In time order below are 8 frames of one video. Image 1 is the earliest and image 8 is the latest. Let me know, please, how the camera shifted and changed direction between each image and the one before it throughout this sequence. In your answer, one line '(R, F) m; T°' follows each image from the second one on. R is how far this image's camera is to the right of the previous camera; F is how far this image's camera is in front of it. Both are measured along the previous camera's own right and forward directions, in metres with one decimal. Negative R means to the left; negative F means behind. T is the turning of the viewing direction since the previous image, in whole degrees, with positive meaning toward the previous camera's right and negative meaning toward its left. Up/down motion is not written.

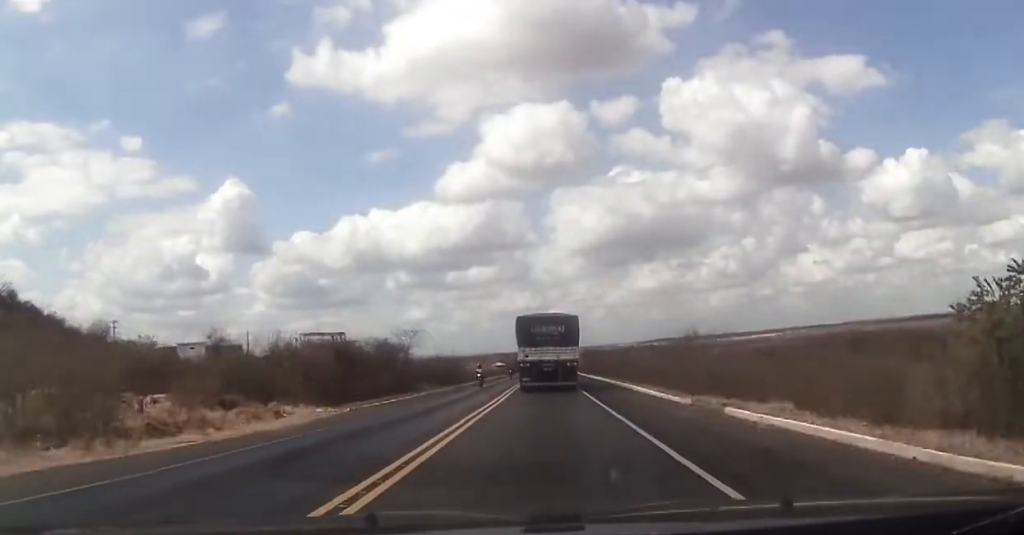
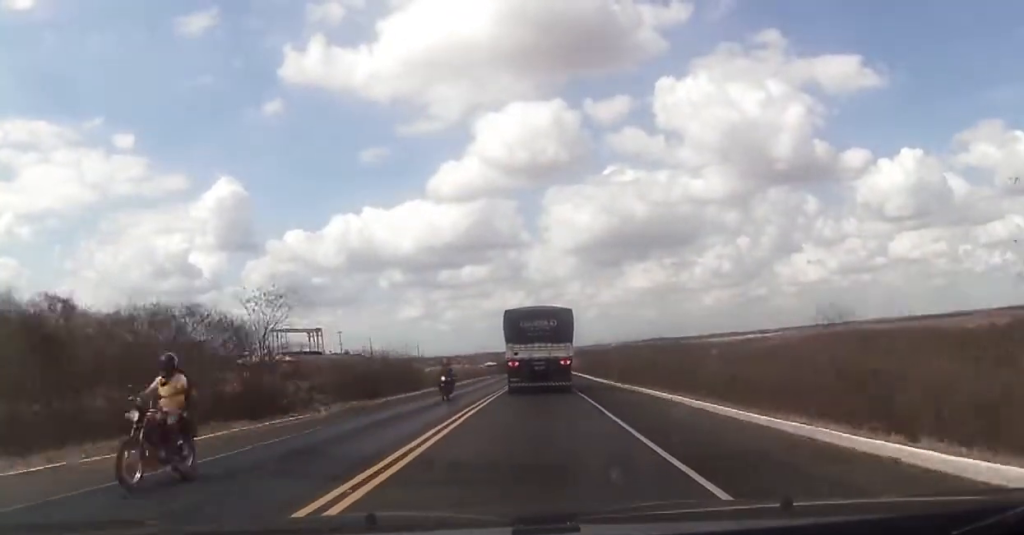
(+0.5, +28.4) m; +2°
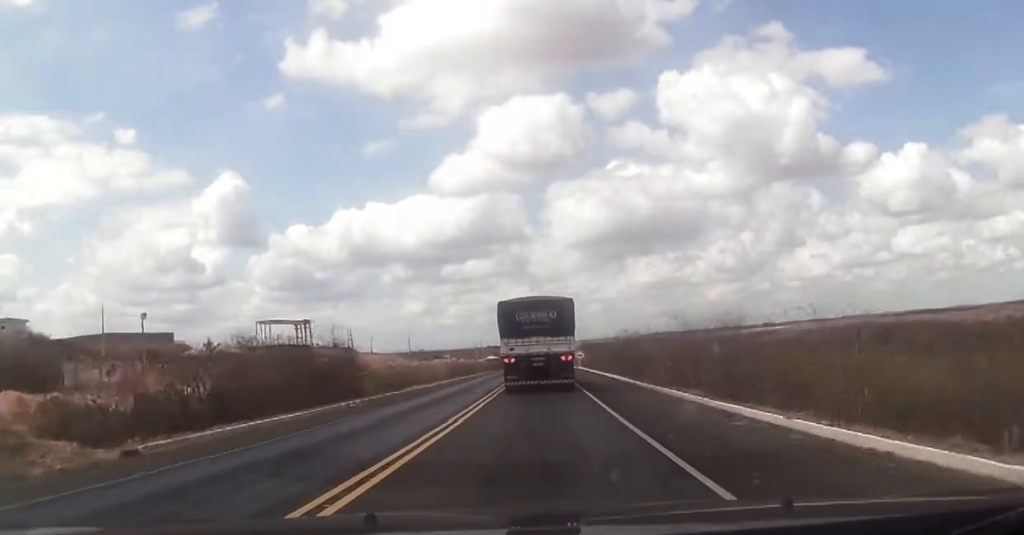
(0.0, +24.3) m; -1°
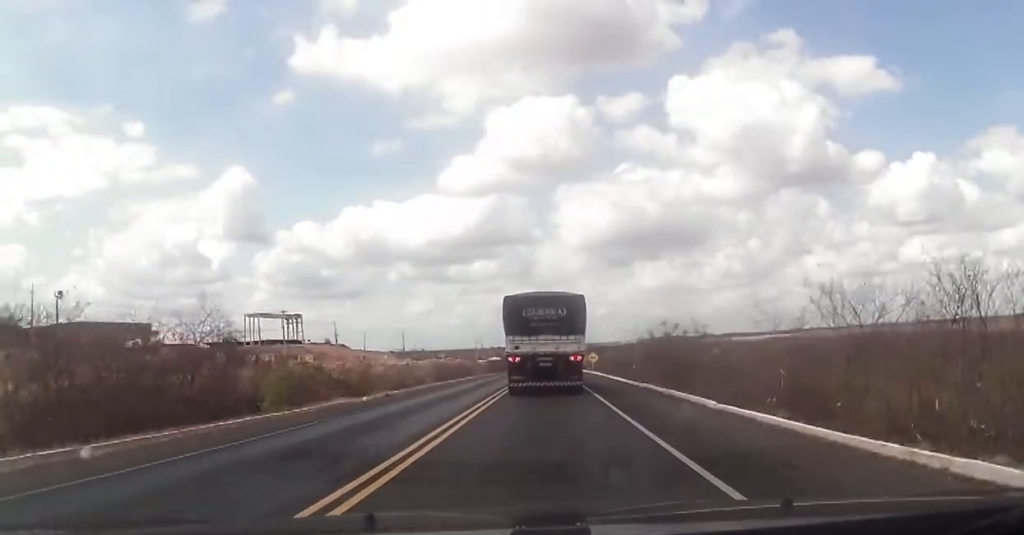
(-0.2, +19.1) m; 0°
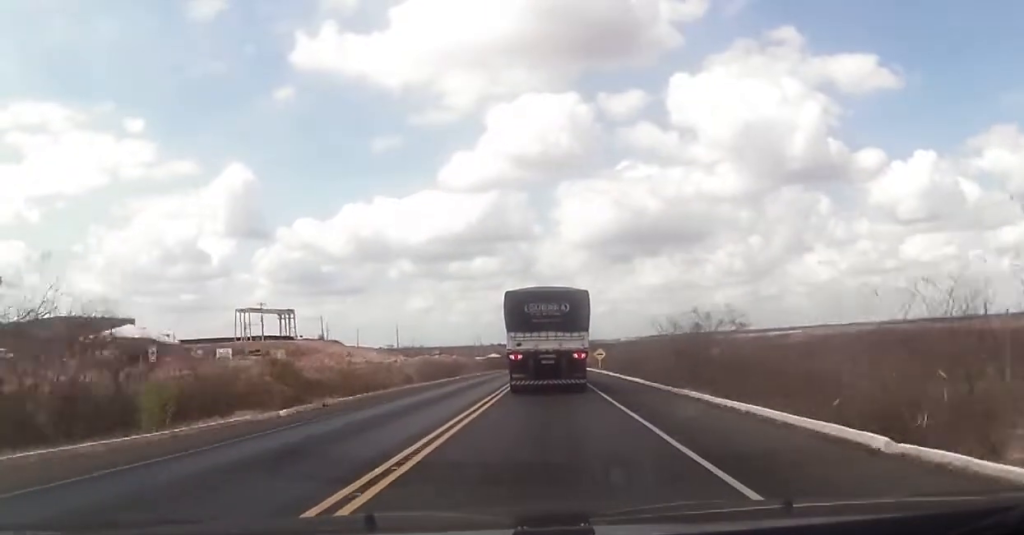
(+0.2, +10.5) m; 0°
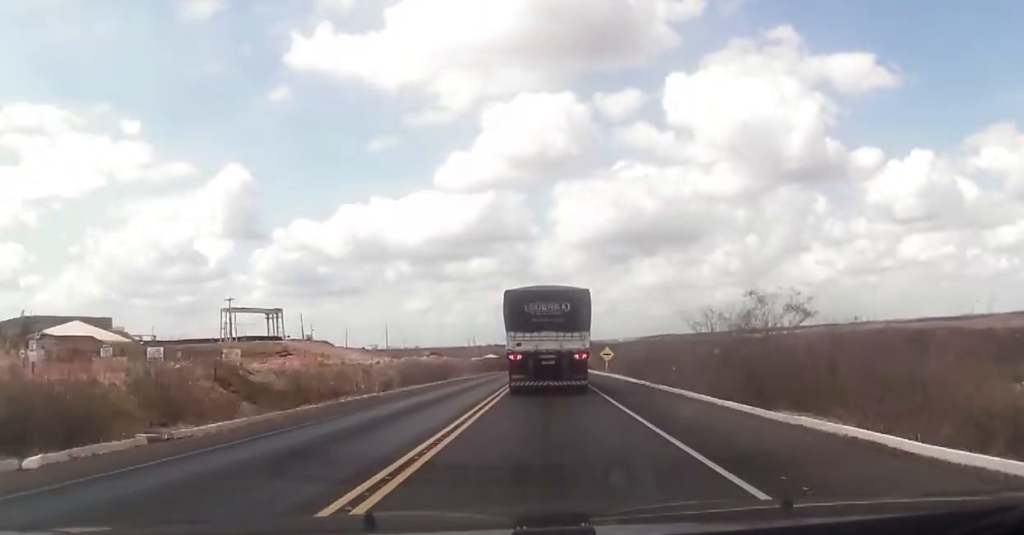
(0.0, +12.4) m; 0°
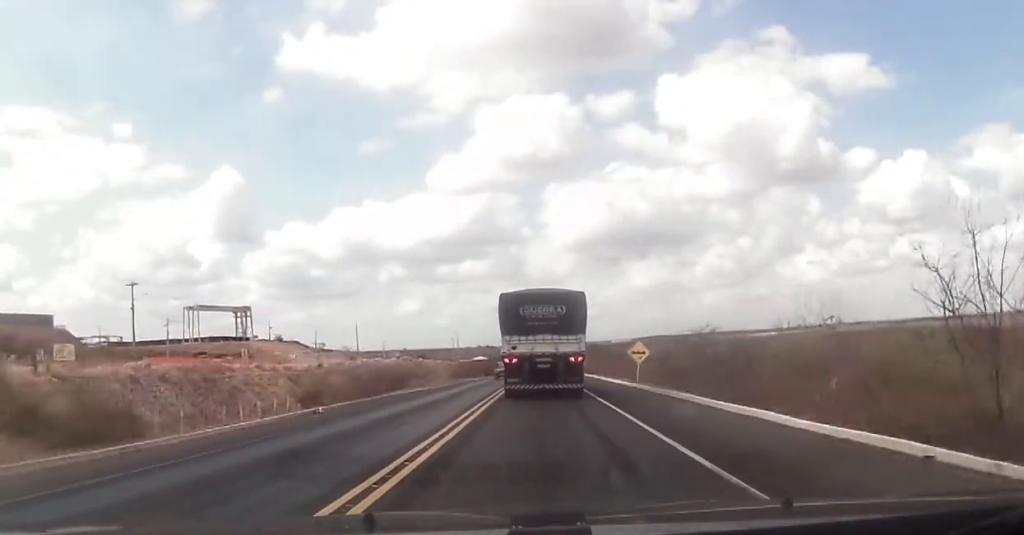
(-0.2, +28.2) m; 0°
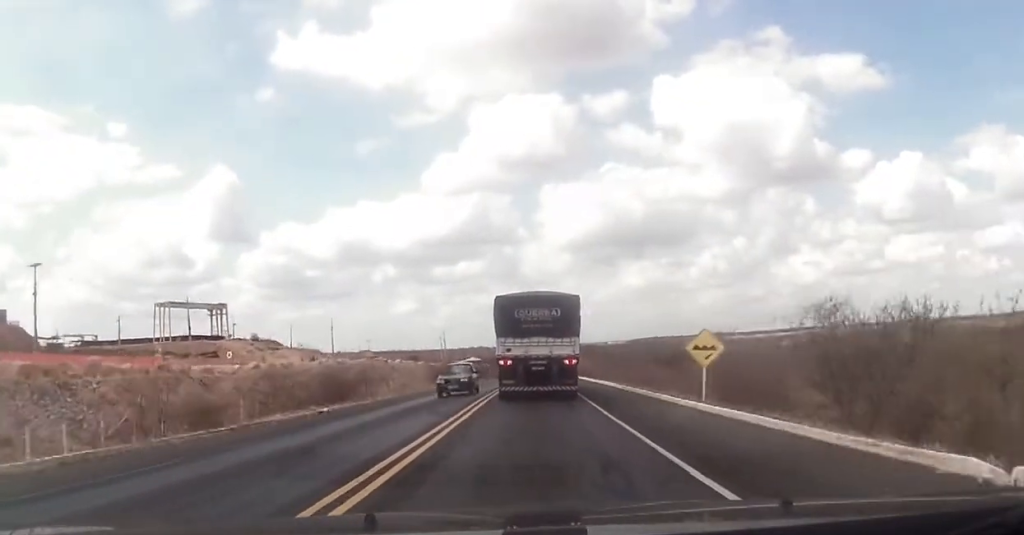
(-0.1, +18.8) m; +1°
